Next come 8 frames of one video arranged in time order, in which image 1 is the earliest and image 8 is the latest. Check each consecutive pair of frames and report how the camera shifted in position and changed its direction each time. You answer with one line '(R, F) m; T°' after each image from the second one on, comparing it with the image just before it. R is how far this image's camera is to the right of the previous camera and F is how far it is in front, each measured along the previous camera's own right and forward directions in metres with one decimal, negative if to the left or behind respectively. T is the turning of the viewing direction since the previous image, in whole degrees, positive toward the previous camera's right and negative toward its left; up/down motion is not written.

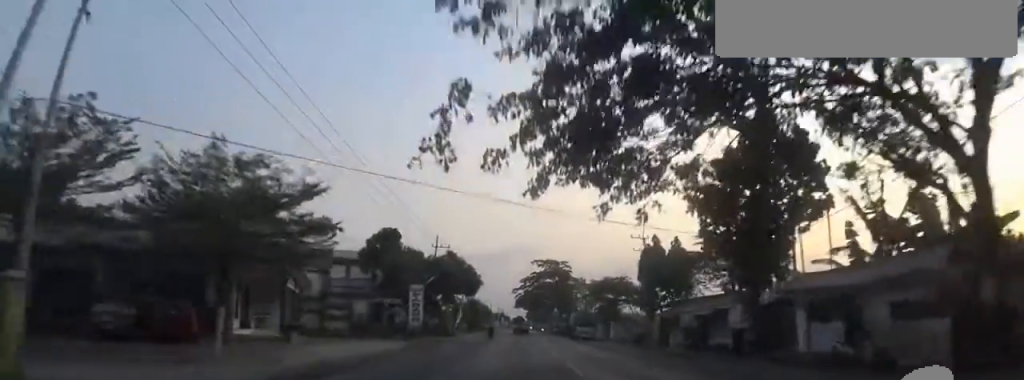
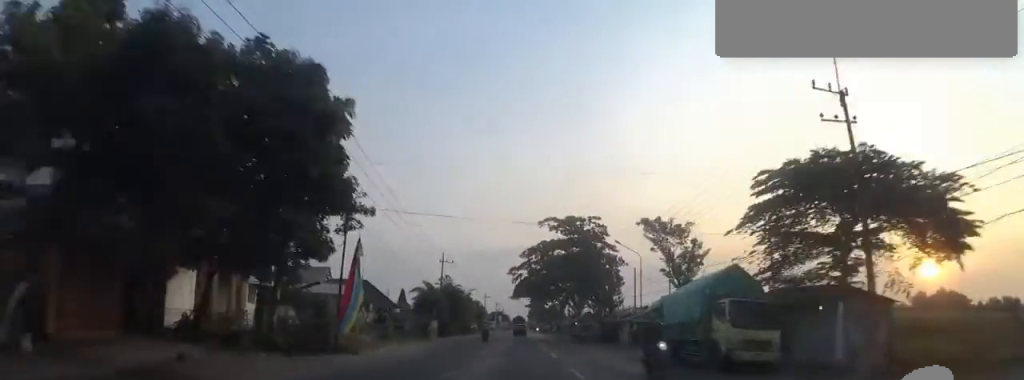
(-0.6, +32.6) m; -3°
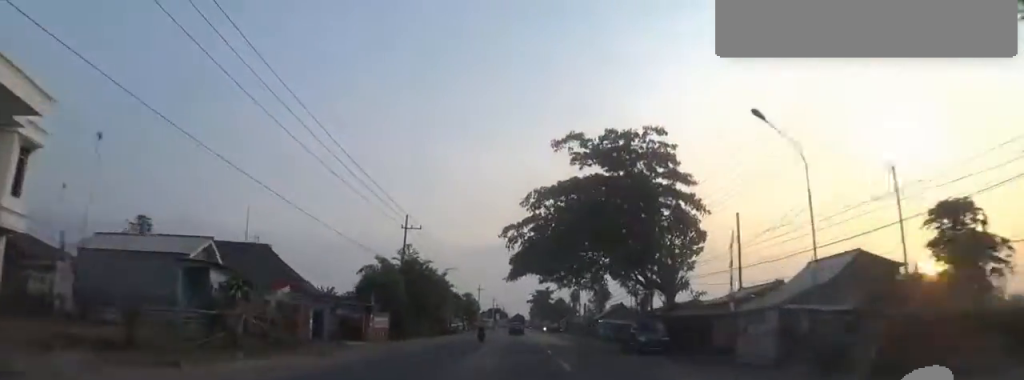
(-0.3, +21.9) m; +1°
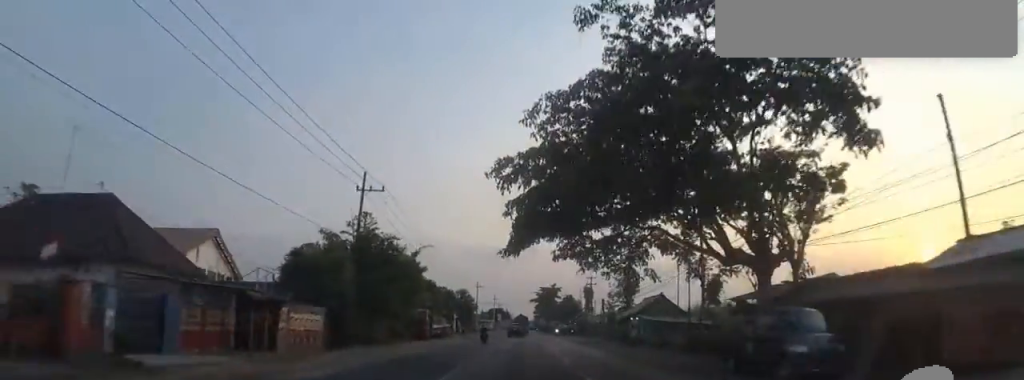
(+0.4, +13.3) m; +2°
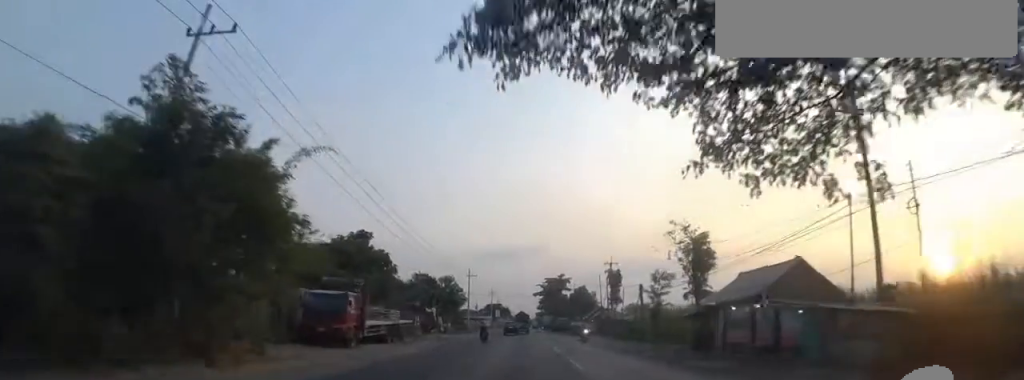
(0.0, +18.8) m; 0°
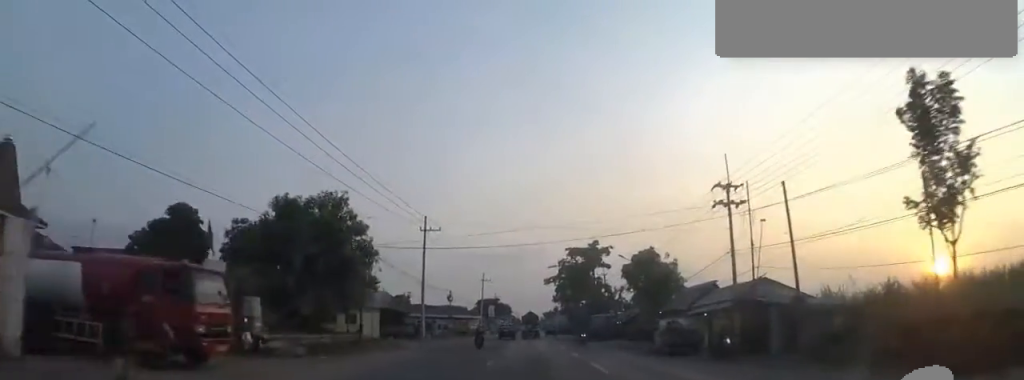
(-0.4, +42.8) m; 0°
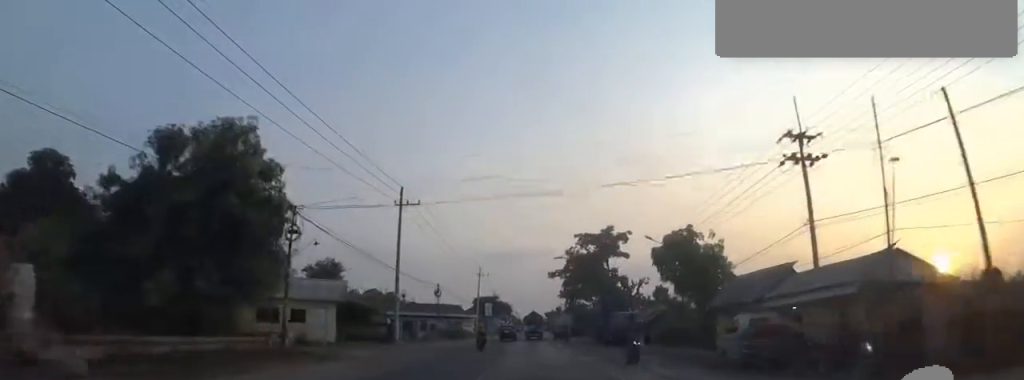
(0.0, +9.4) m; +1°
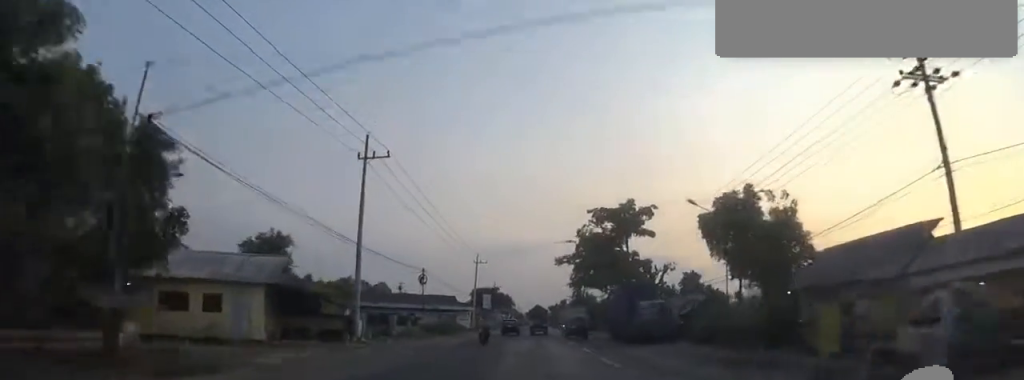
(-0.1, +8.7) m; +1°
